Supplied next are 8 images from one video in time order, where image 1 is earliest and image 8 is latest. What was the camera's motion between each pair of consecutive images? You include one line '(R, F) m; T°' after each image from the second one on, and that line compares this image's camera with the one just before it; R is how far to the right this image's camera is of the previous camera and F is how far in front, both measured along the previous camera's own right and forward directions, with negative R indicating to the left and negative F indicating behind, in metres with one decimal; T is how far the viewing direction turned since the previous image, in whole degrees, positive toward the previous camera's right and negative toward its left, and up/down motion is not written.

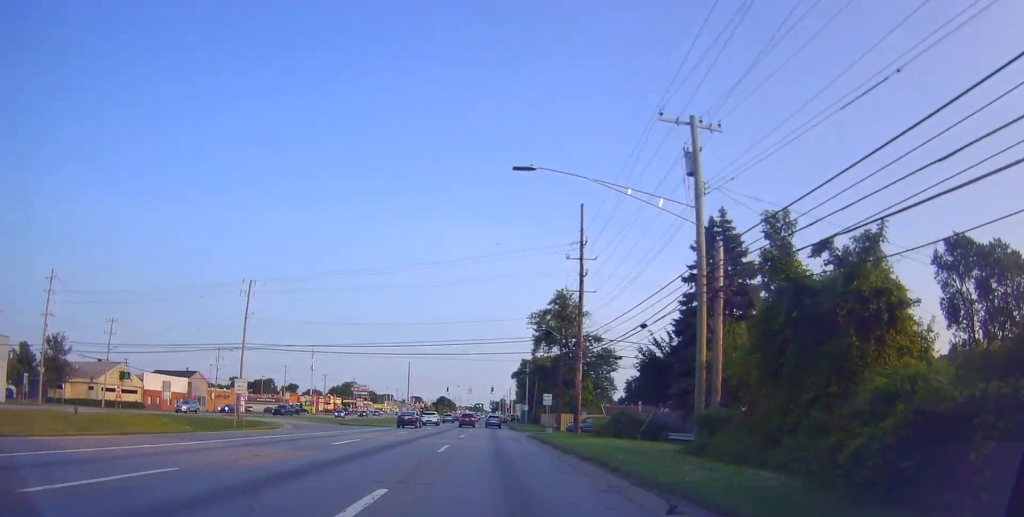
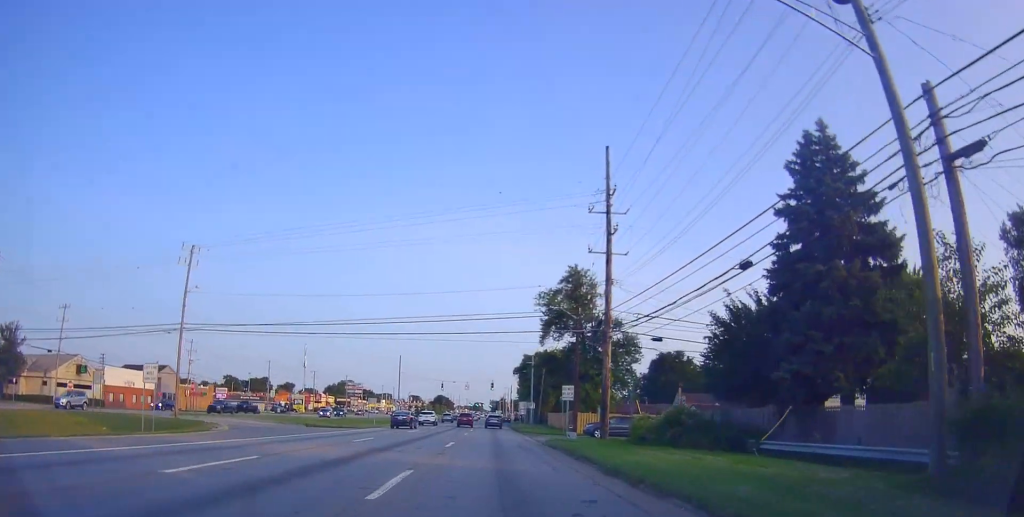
(+0.2, +11.6) m; +1°
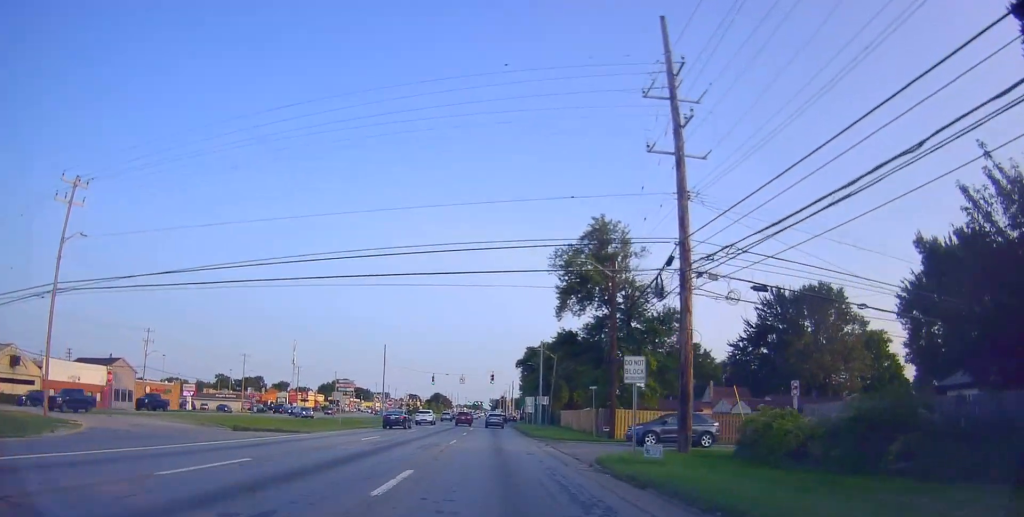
(0.0, +15.1) m; -1°
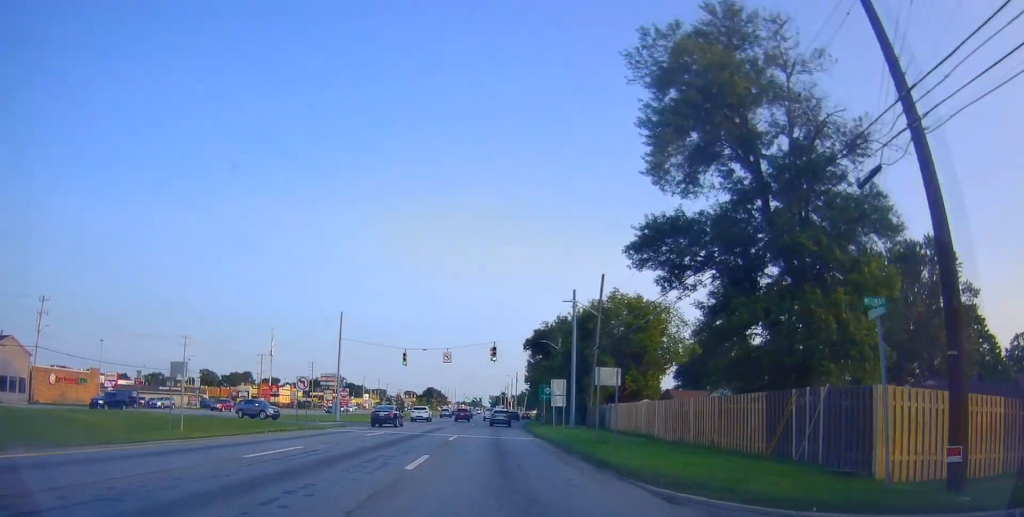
(-0.2, +27.1) m; -1°
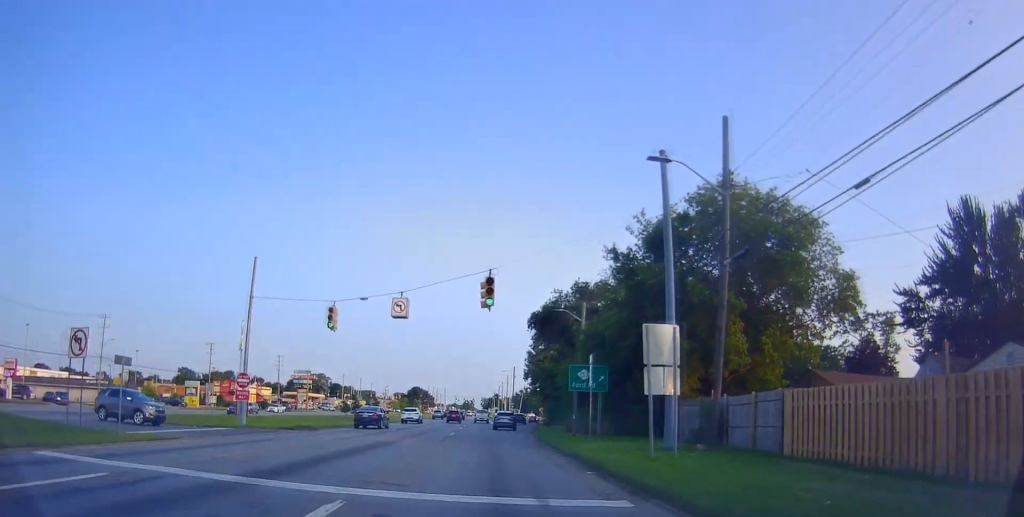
(-0.6, +23.2) m; -1°
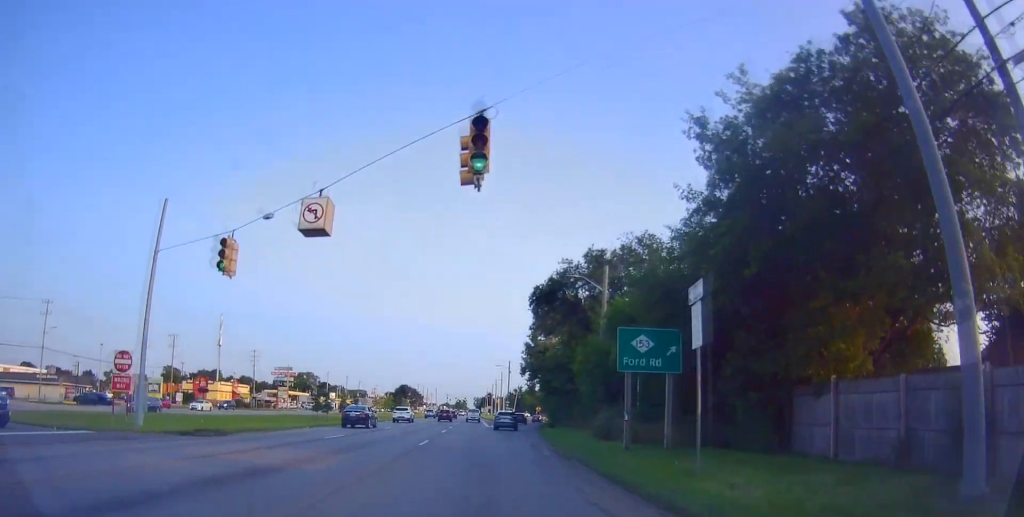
(+0.5, +12.3) m; +2°
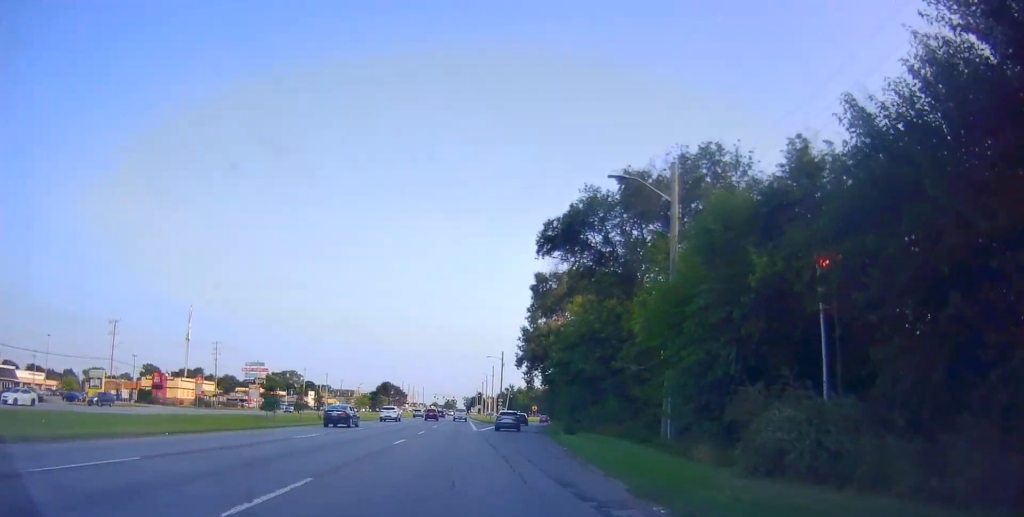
(+0.2, +16.0) m; -1°
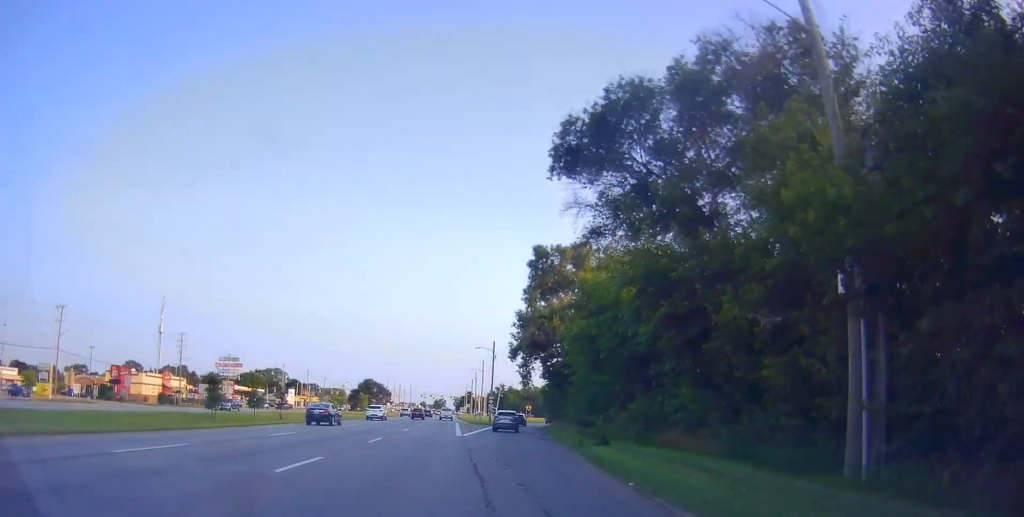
(-0.2, +11.5) m; -1°
